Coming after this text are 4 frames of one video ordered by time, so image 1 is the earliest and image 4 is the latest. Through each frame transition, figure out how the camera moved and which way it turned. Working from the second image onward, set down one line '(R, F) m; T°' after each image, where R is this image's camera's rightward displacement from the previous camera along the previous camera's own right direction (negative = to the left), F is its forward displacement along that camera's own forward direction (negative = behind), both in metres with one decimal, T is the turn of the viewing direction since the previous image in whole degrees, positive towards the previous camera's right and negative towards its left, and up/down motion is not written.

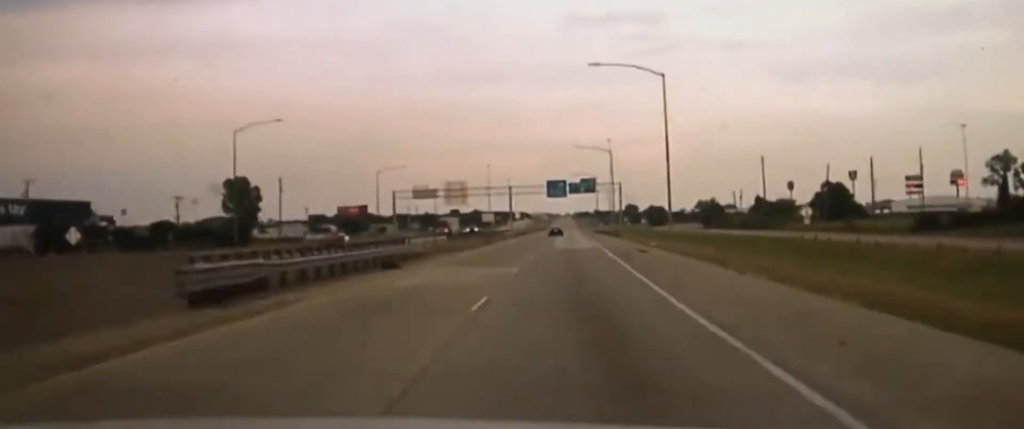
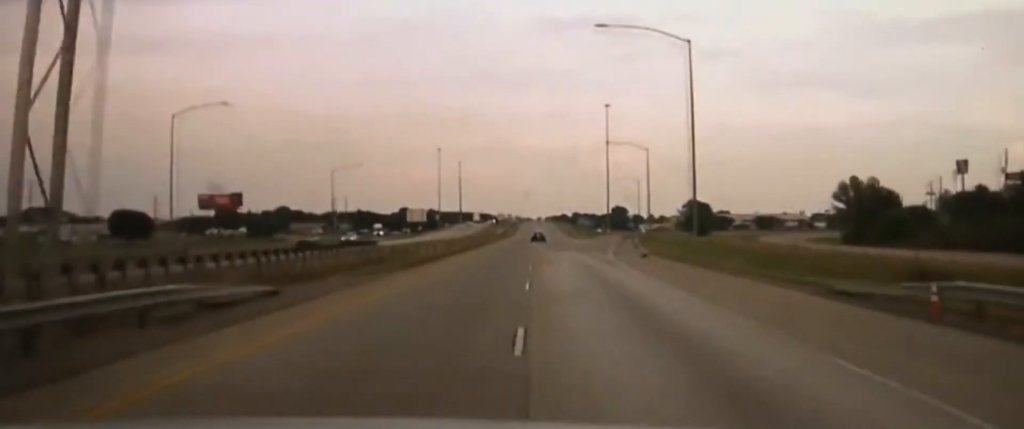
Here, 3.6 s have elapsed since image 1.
(+3.2, +157.2) m; +2°
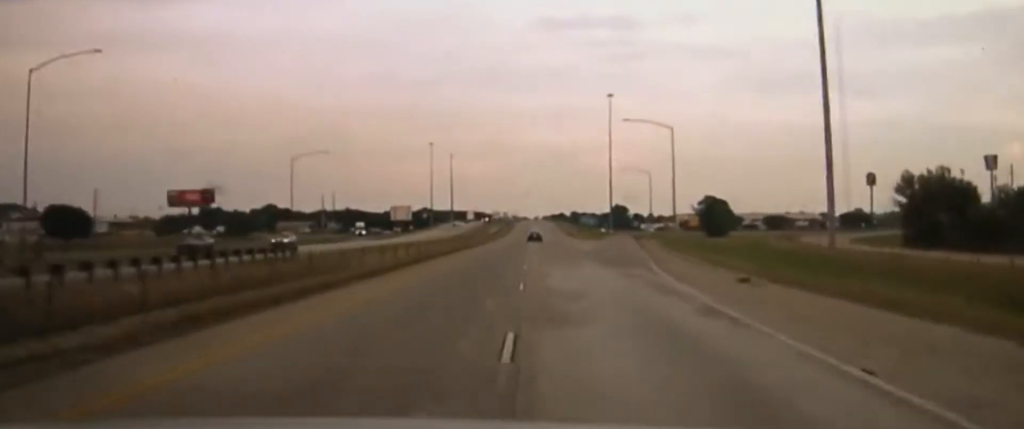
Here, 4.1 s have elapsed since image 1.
(+0.1, +23.6) m; 0°
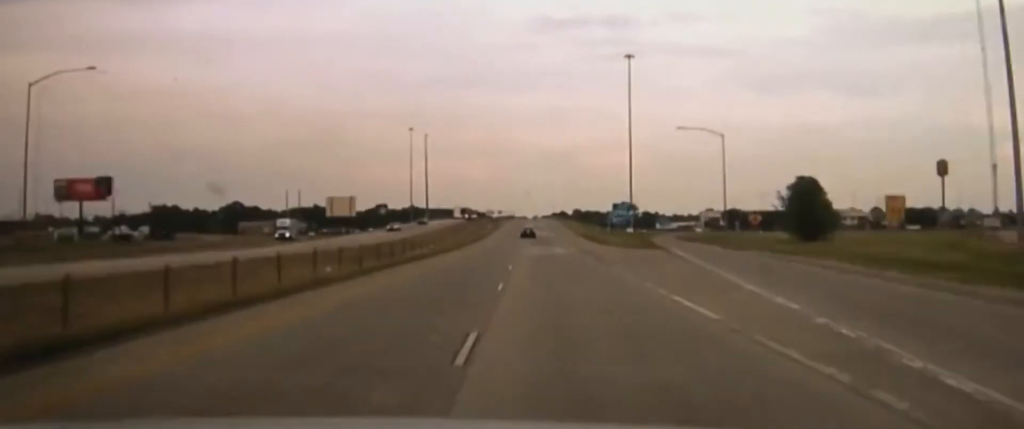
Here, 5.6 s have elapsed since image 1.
(-0.1, +62.2) m; 0°
